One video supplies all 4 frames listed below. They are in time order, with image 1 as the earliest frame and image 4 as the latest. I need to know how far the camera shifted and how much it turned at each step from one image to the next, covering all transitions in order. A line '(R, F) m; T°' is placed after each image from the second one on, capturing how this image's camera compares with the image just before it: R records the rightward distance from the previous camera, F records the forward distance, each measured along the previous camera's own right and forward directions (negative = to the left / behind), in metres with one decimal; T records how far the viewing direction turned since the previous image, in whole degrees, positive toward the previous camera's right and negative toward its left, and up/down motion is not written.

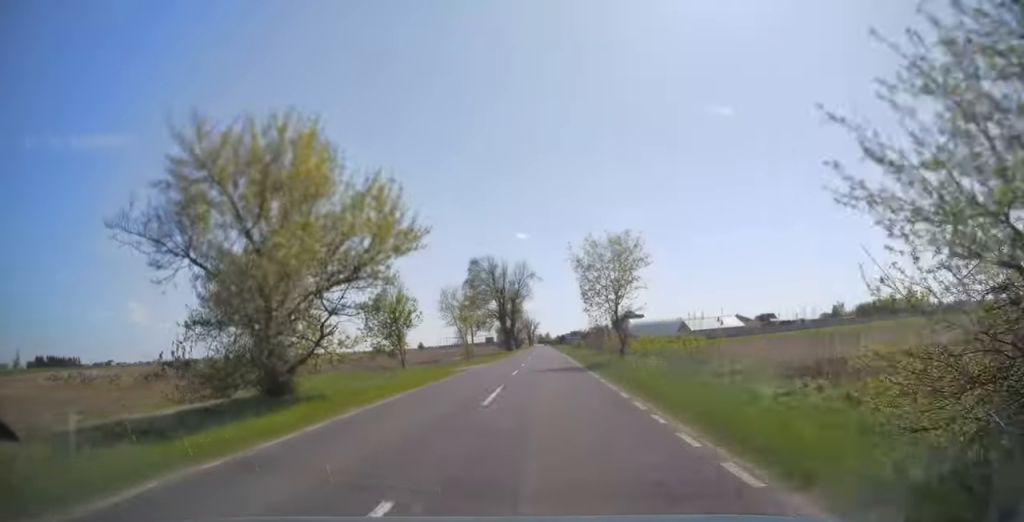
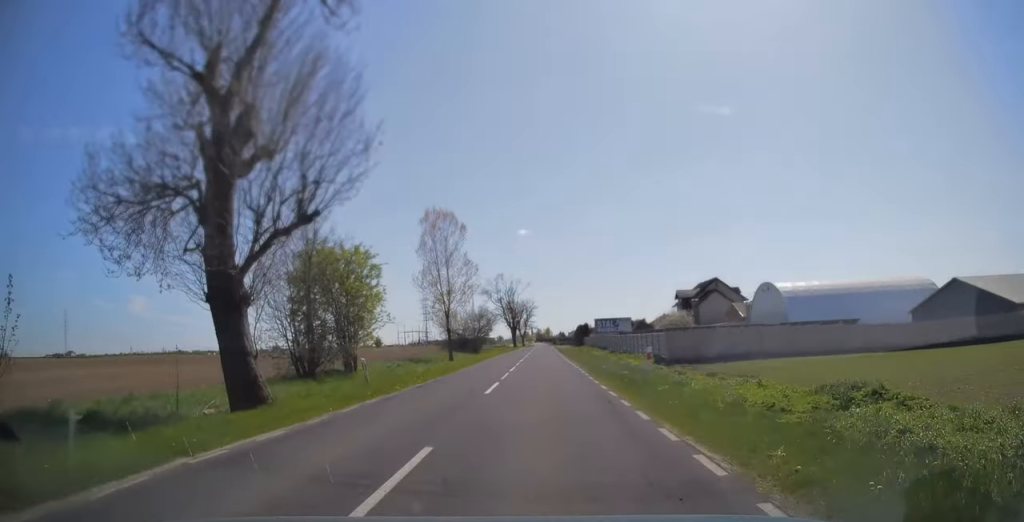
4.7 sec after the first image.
(+0.4, +127.5) m; 0°
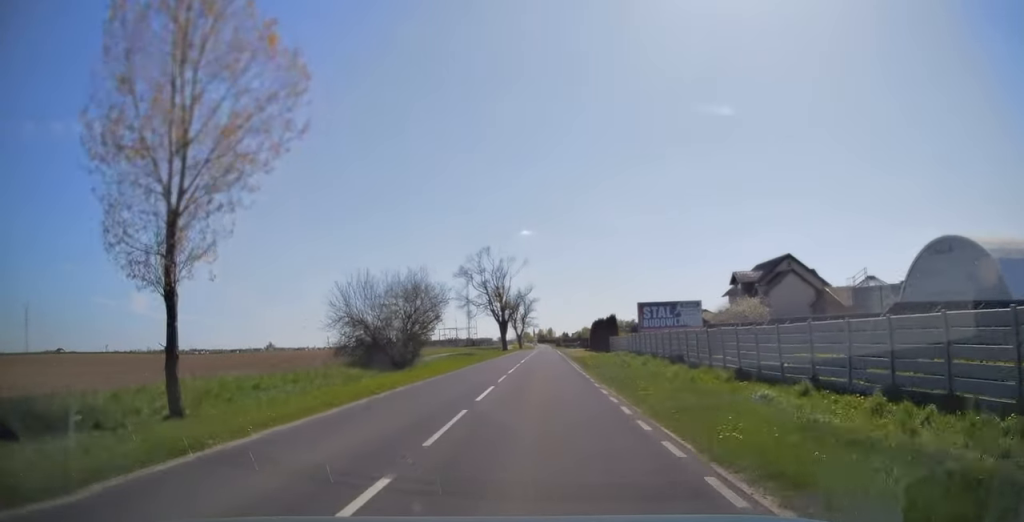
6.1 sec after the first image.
(0.0, +37.2) m; 0°
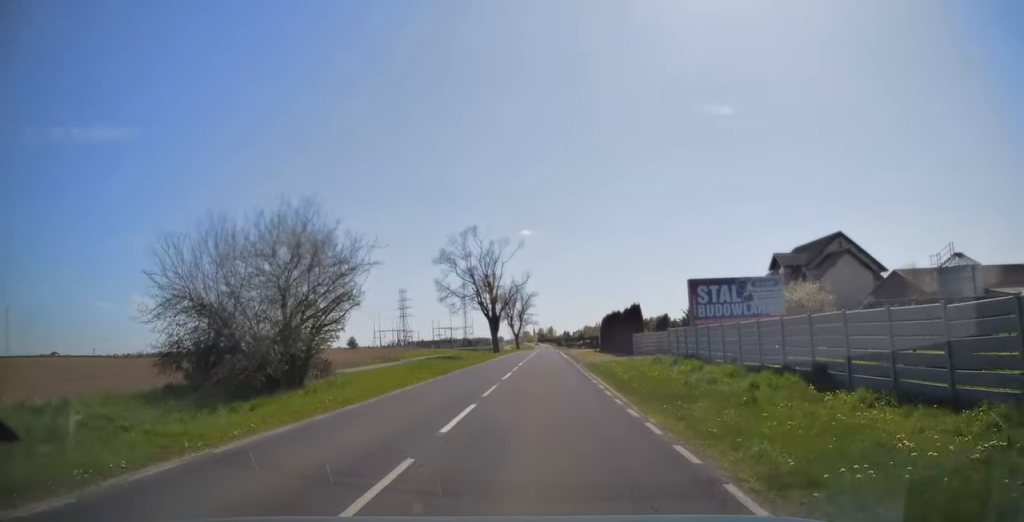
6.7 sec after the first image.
(0.0, +16.6) m; 0°
